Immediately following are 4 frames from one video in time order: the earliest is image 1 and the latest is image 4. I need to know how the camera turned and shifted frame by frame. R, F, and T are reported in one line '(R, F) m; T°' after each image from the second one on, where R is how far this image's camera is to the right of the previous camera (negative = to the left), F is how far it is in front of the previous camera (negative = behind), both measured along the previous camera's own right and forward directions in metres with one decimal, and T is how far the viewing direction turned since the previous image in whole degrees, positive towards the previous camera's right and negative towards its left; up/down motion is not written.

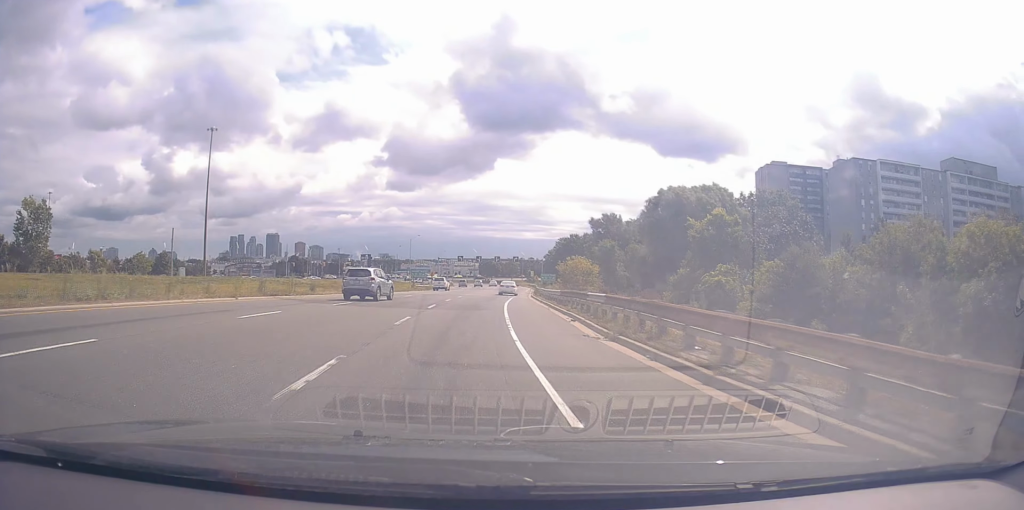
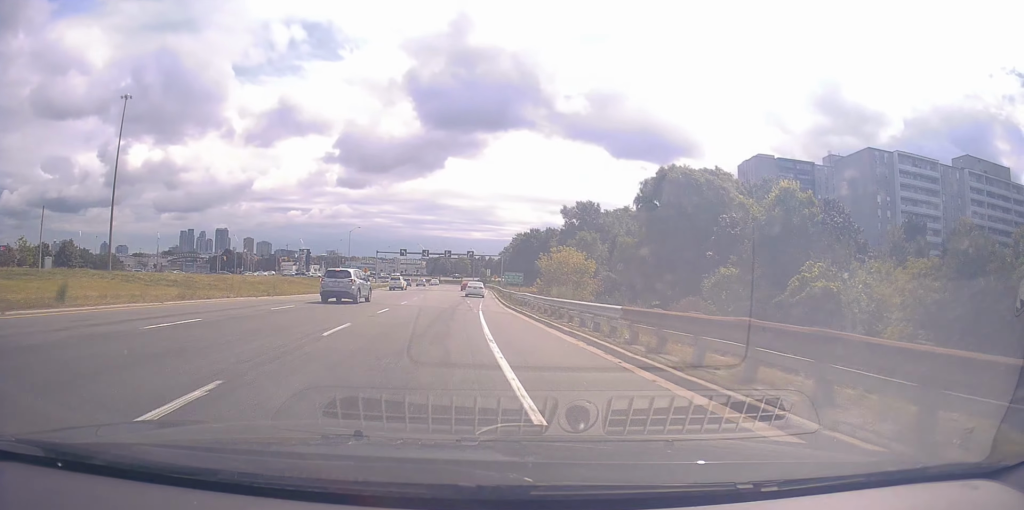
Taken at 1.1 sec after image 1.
(+1.0, +21.2) m; +4°
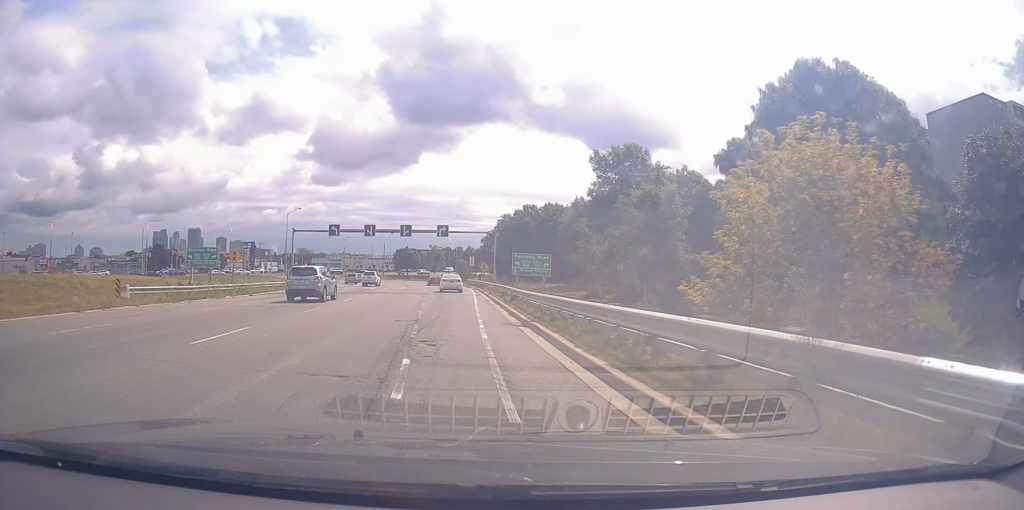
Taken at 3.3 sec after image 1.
(+1.3, +38.4) m; +3°
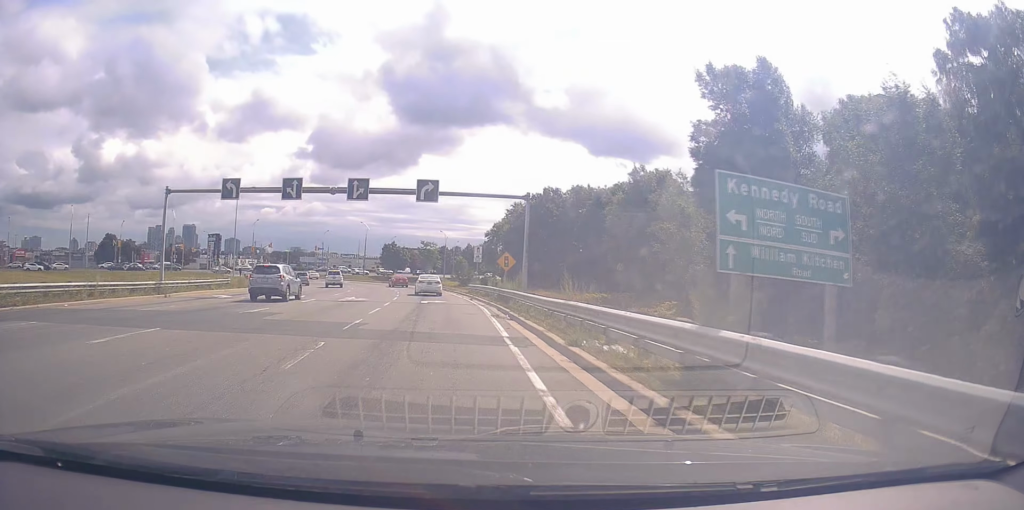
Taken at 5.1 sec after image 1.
(+0.1, +28.8) m; -1°
